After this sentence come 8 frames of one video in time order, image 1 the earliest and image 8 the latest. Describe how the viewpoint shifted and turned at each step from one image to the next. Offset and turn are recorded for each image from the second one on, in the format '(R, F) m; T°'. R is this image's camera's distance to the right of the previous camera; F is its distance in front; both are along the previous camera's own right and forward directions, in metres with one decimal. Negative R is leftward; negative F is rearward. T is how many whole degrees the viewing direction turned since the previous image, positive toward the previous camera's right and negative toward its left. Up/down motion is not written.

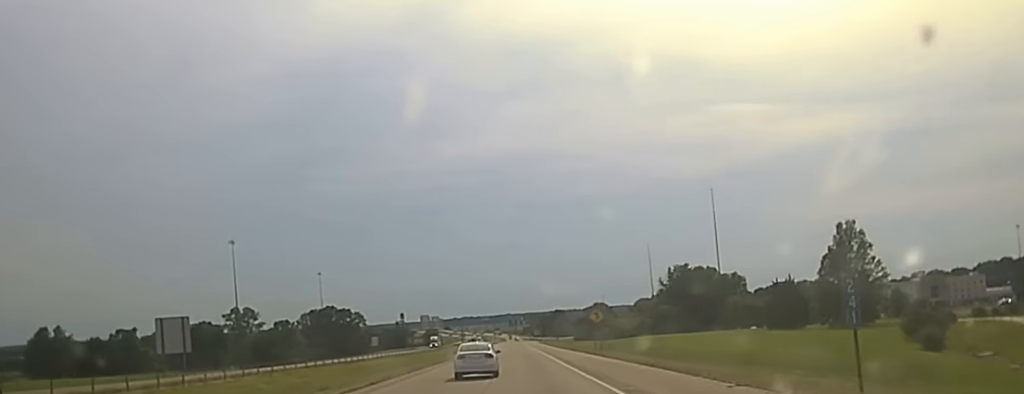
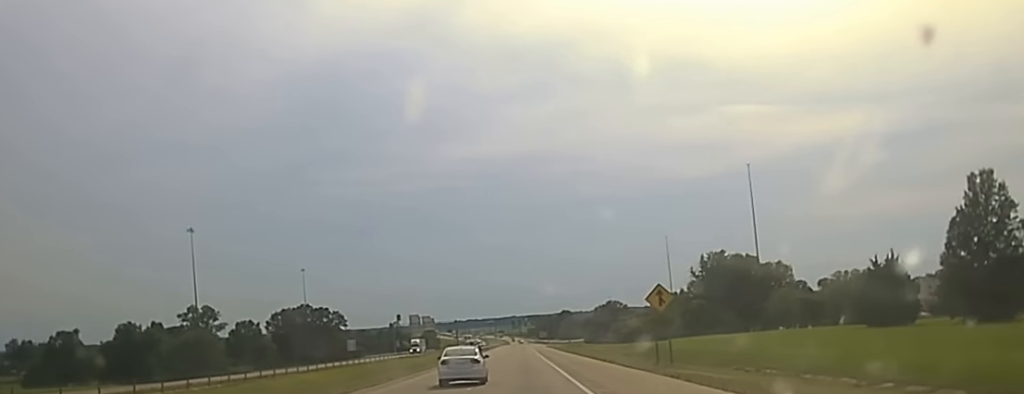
(-0.2, +43.2) m; -1°
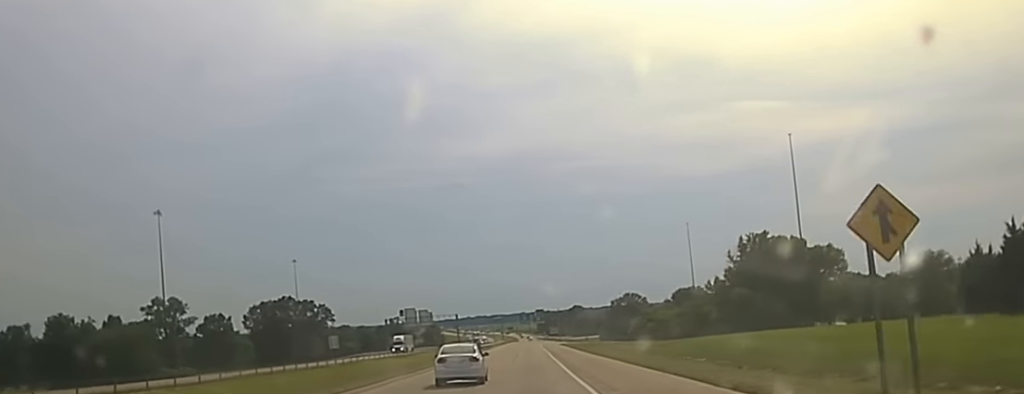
(-0.2, +34.8) m; 0°
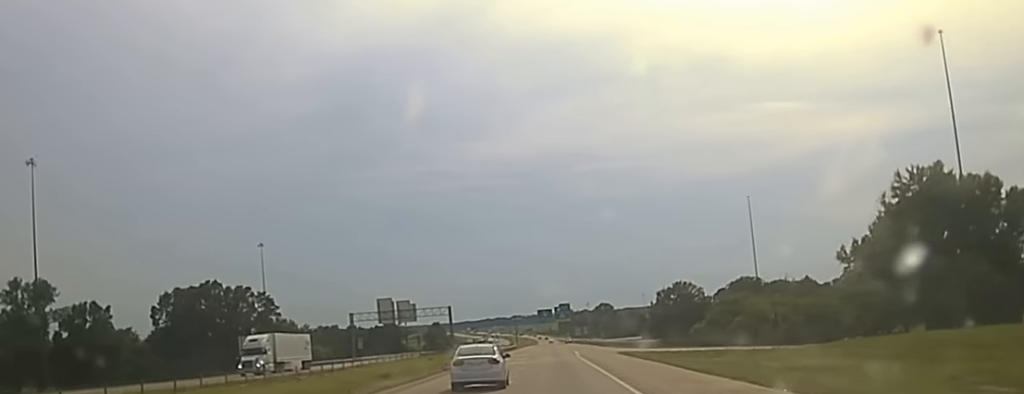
(-0.2, +84.2) m; 0°
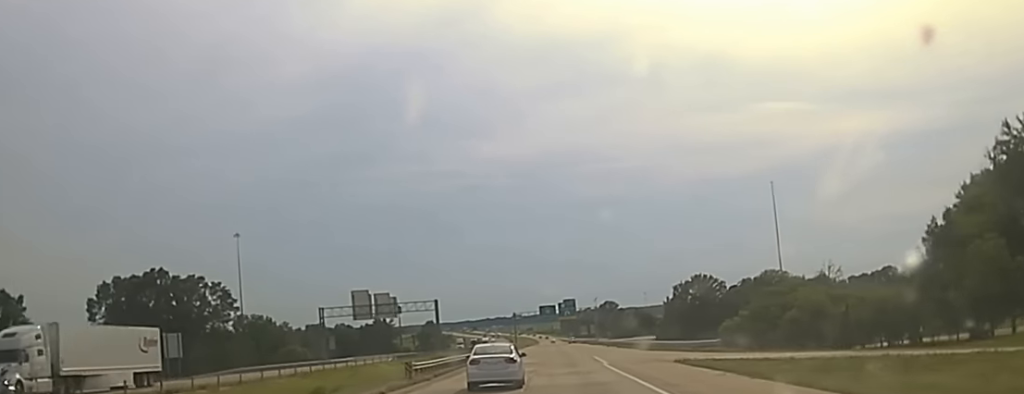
(0.0, +30.8) m; 0°
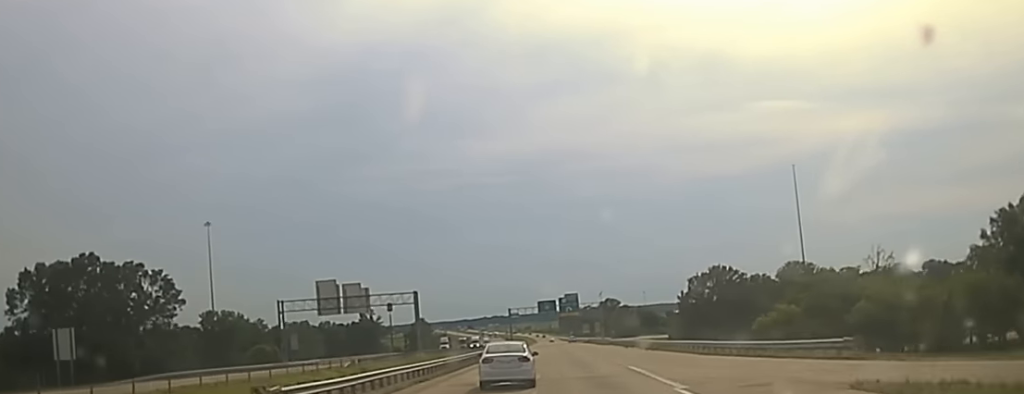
(+0.1, +30.4) m; 0°
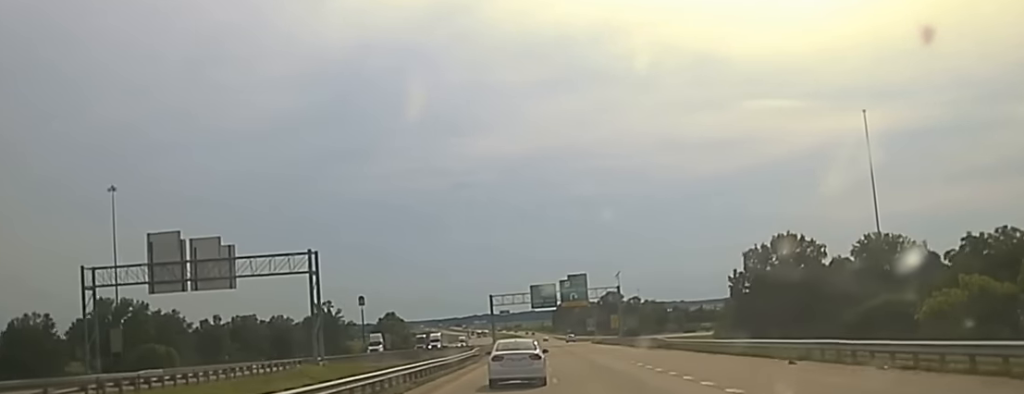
(-0.3, +67.4) m; 0°
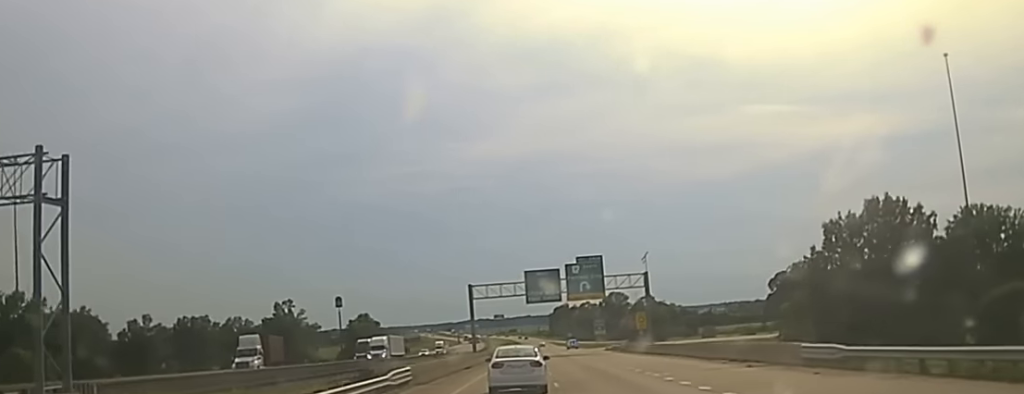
(+0.3, +46.8) m; 0°
